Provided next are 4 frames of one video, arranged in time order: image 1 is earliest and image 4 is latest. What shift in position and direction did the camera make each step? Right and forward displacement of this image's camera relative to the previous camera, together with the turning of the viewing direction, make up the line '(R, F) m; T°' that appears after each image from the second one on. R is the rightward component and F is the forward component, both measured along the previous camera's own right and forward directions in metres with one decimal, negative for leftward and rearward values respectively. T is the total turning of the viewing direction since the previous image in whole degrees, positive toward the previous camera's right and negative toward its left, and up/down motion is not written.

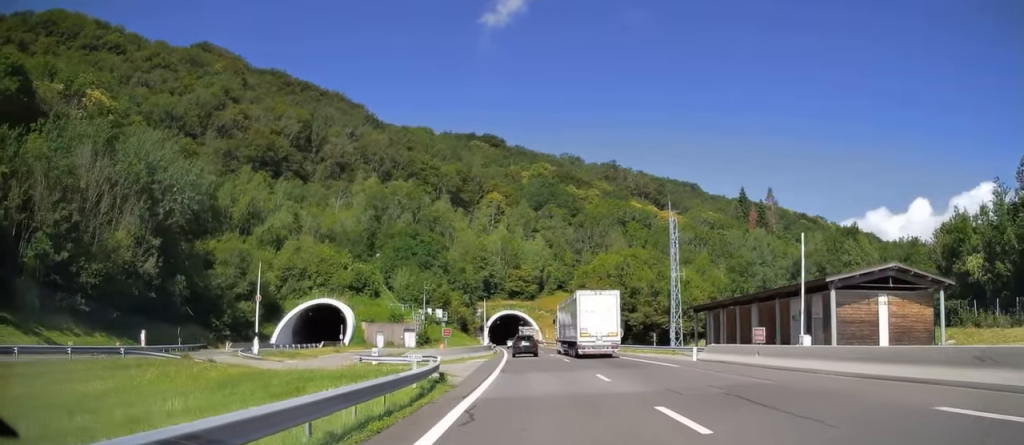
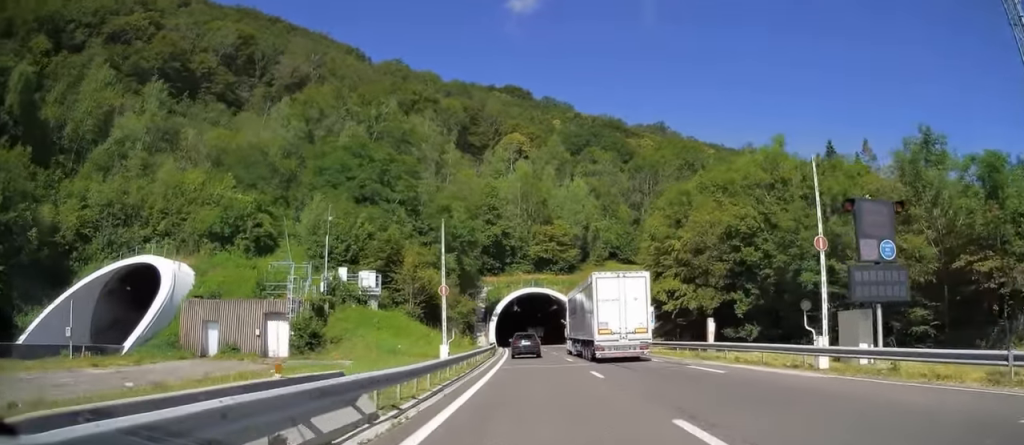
(-1.6, +53.4) m; -4°
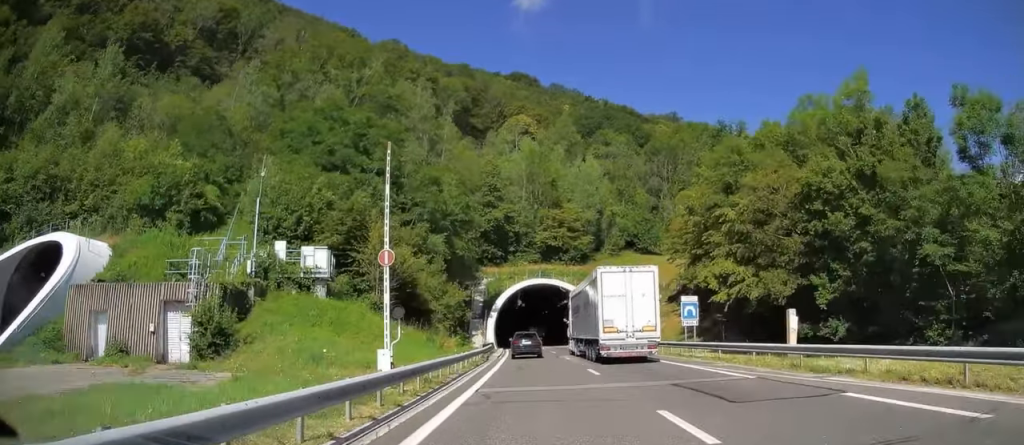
(-0.1, +11.7) m; -1°
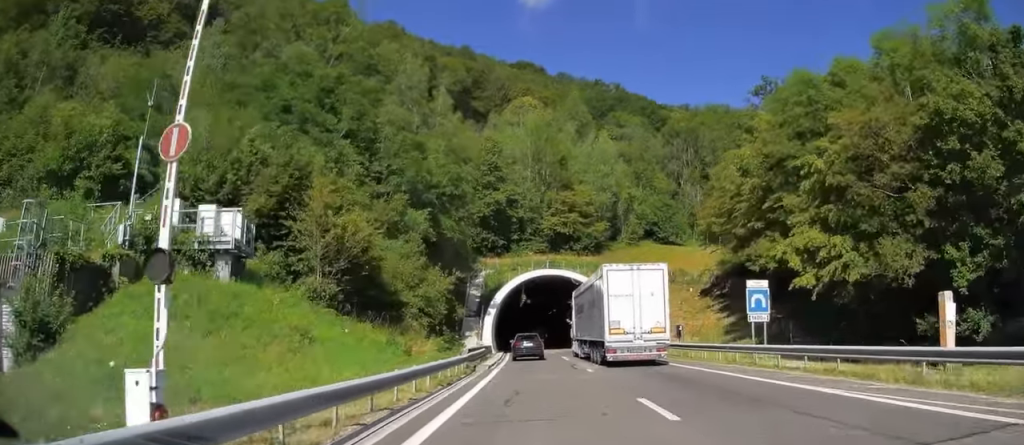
(0.0, +10.8) m; 0°
